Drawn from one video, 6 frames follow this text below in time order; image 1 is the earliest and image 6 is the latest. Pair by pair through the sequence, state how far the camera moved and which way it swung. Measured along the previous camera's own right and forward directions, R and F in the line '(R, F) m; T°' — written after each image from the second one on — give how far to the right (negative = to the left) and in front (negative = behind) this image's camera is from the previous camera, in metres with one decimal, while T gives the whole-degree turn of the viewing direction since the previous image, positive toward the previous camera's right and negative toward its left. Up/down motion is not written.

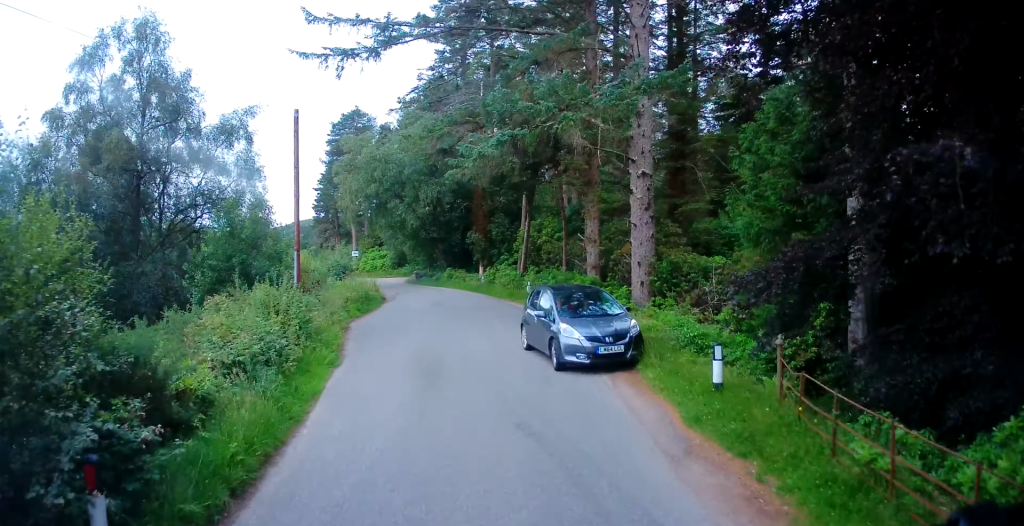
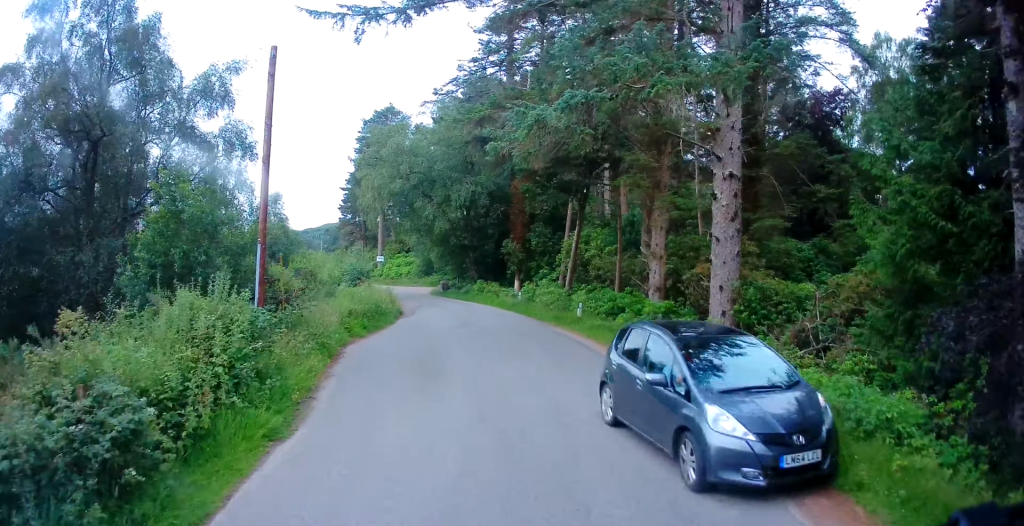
(0.0, +5.4) m; -3°
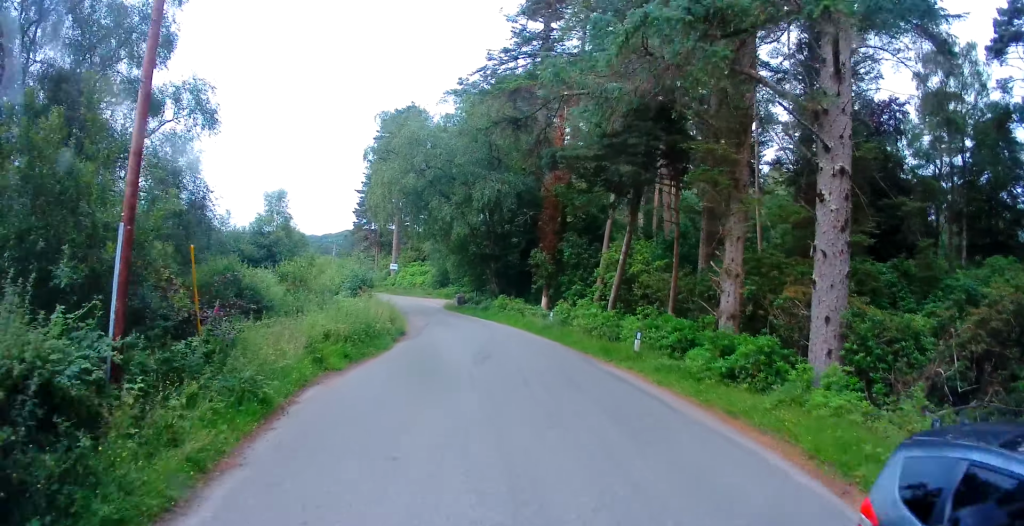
(-0.3, +5.2) m; -1°
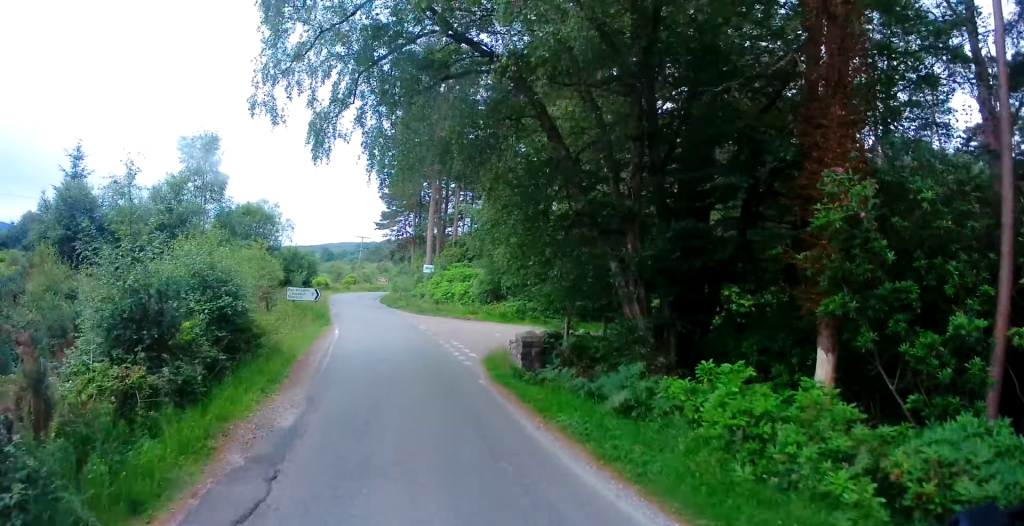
(-0.9, +24.4) m; -8°
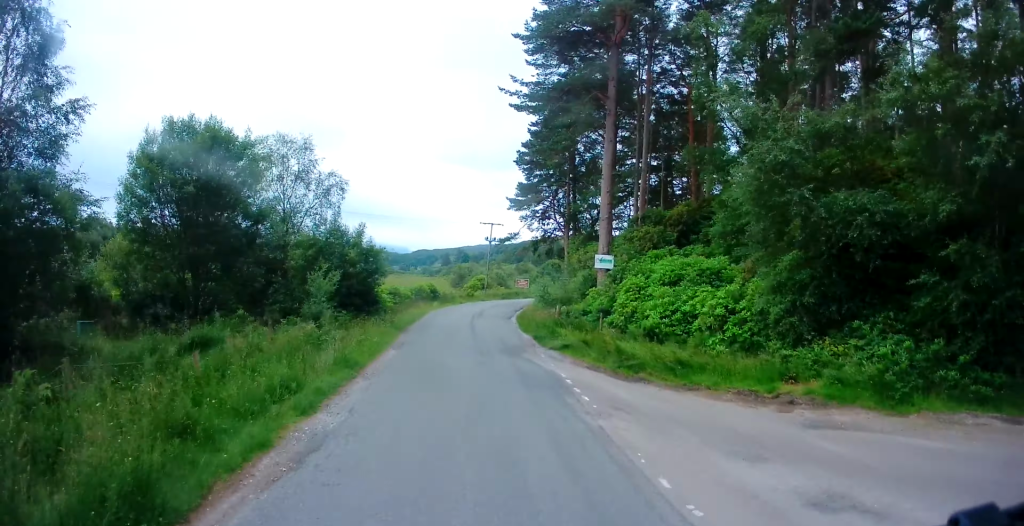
(-2.7, +23.3) m; -11°
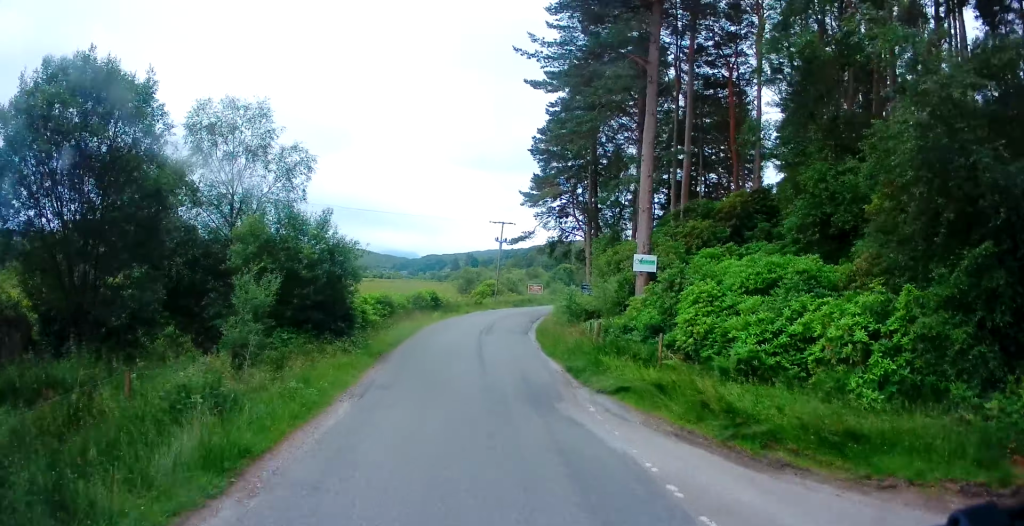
(0.0, +6.1) m; -1°
